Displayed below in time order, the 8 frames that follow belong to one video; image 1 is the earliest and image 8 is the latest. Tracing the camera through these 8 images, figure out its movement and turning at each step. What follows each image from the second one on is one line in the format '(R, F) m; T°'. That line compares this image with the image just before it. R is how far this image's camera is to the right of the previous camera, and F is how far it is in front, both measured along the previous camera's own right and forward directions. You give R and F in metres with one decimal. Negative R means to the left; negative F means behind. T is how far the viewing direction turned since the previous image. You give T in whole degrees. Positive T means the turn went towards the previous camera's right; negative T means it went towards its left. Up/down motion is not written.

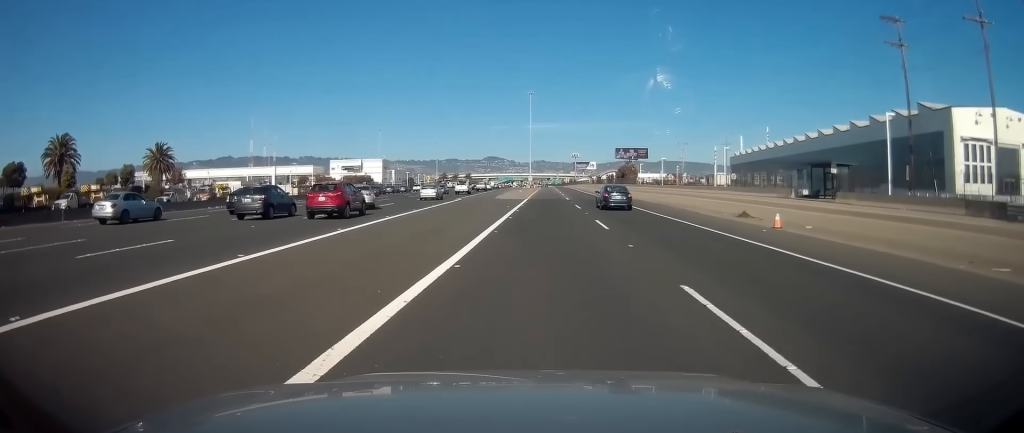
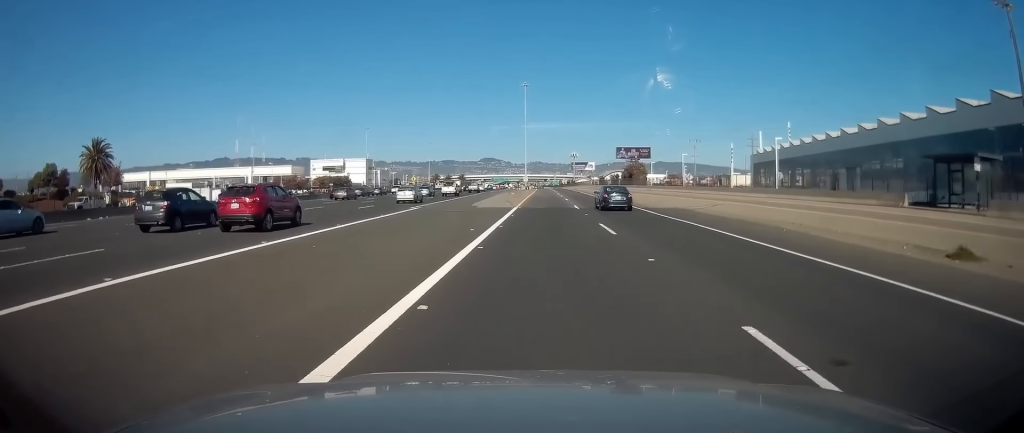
(+0.2, +17.3) m; 0°
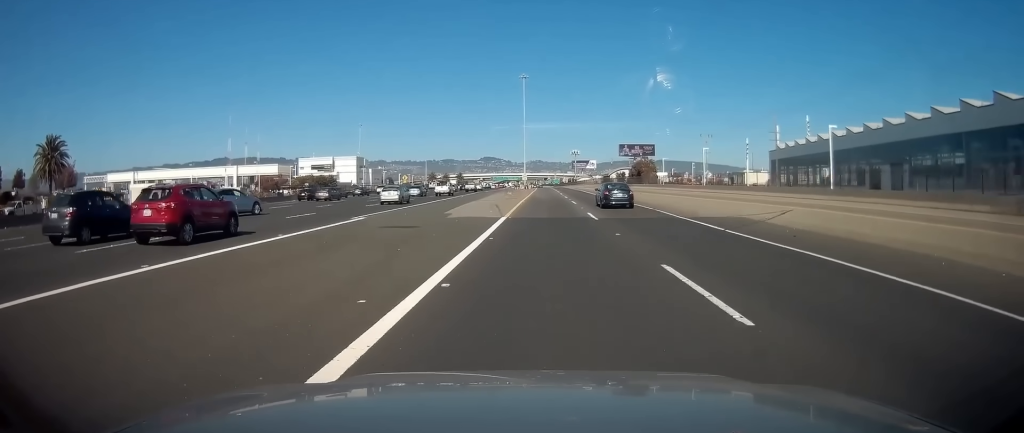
(0.0, +11.2) m; 0°
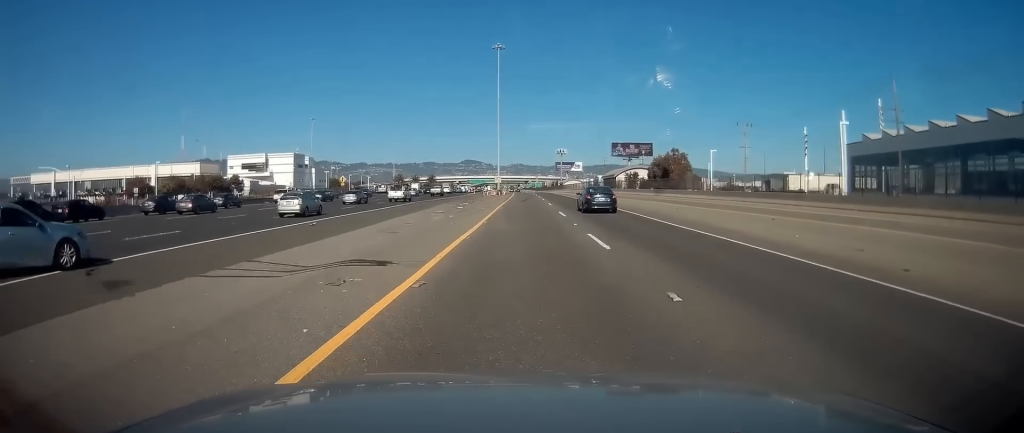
(0.0, +39.0) m; 0°
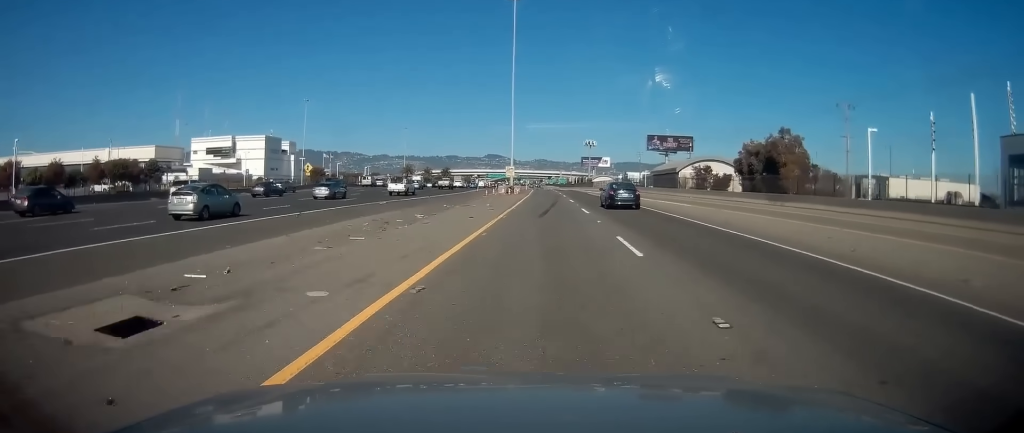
(-0.1, +30.7) m; 0°
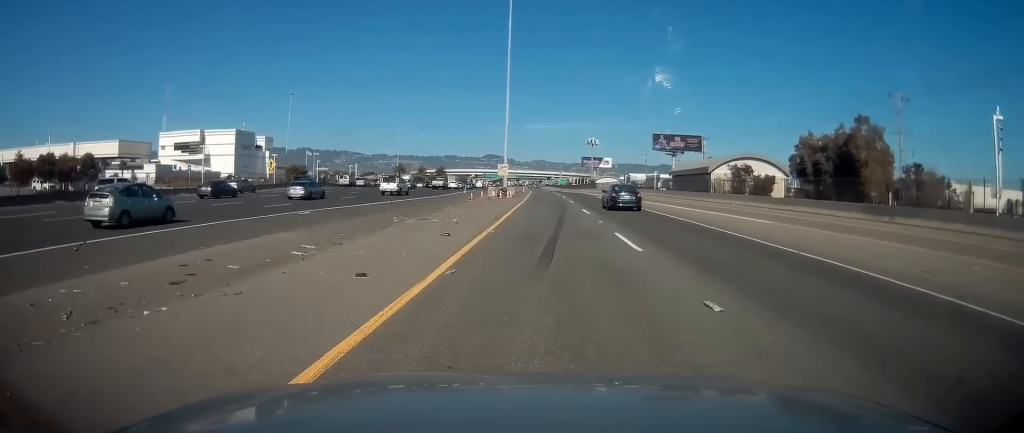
(0.0, +13.8) m; 0°
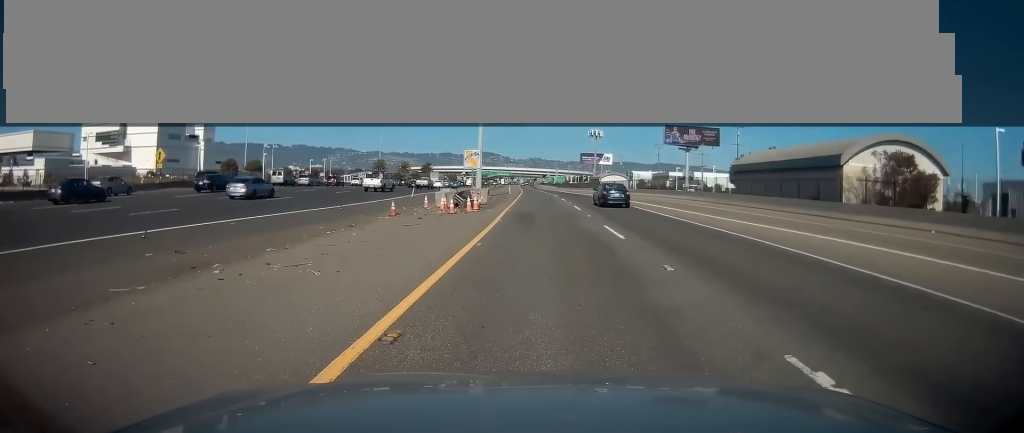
(0.0, +25.8) m; 0°
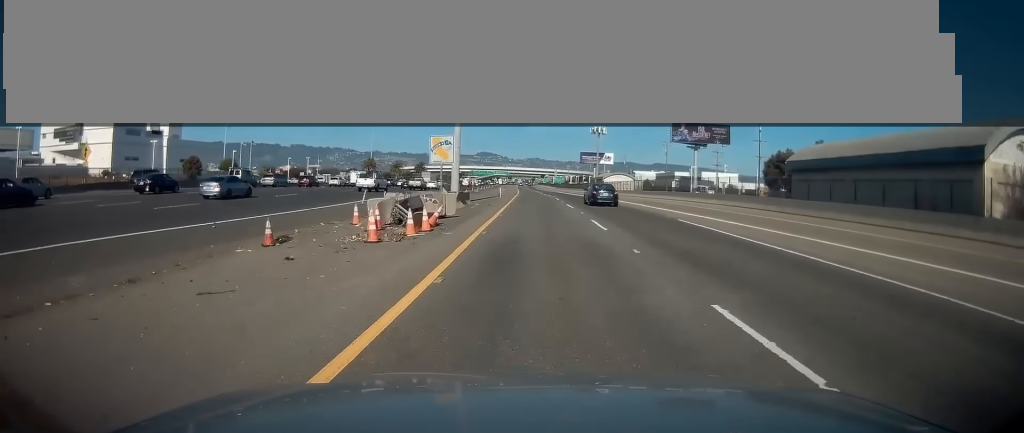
(0.0, +11.7) m; 0°
